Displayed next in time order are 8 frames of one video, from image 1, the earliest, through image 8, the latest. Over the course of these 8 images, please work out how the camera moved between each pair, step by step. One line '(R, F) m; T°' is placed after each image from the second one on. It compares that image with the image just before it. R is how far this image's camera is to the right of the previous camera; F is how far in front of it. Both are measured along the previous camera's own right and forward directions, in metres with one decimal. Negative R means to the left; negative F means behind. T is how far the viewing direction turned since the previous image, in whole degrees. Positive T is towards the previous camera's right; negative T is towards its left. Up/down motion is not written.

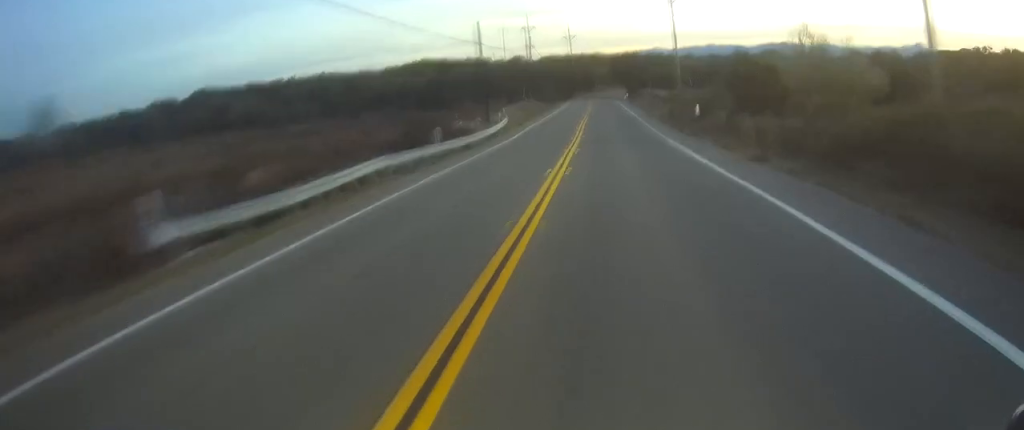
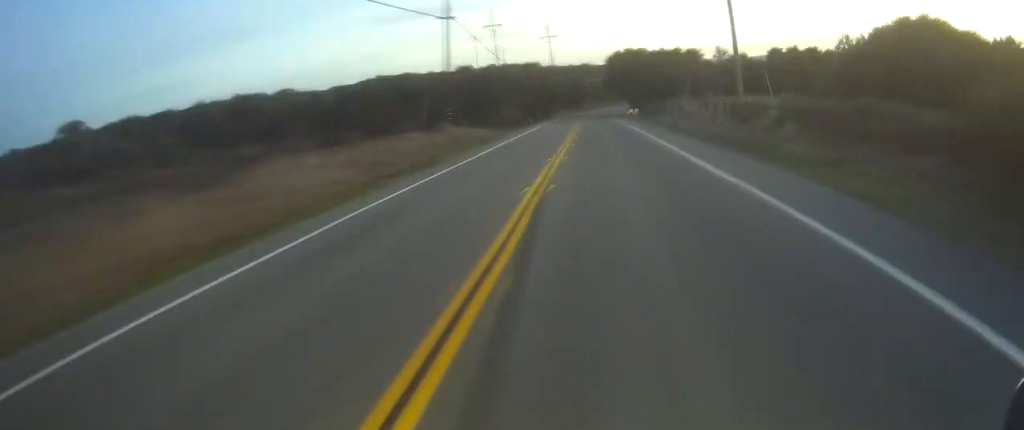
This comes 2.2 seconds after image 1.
(+0.4, +46.7) m; -1°
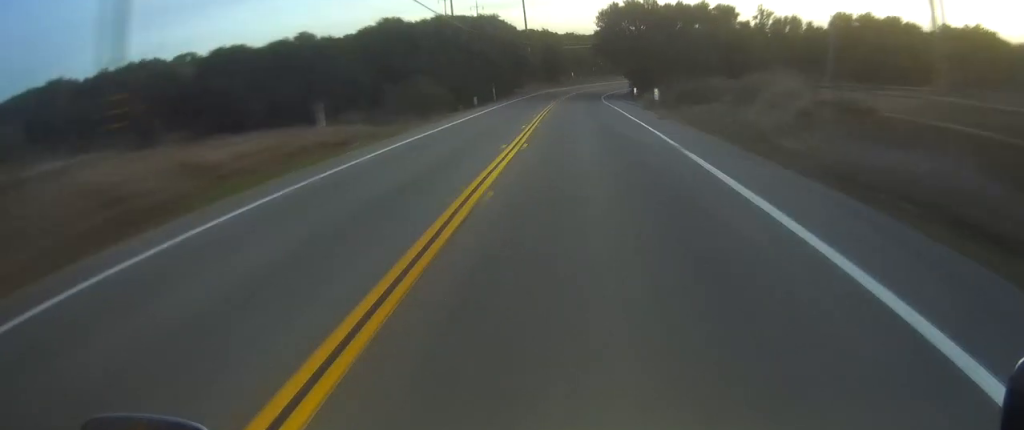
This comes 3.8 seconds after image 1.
(-1.2, +32.5) m; -3°
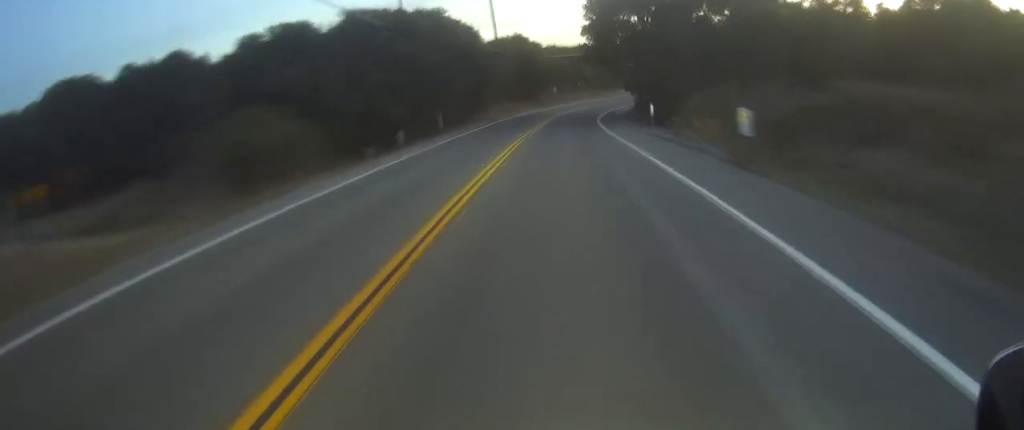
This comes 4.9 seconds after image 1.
(-0.2, +20.8) m; -1°
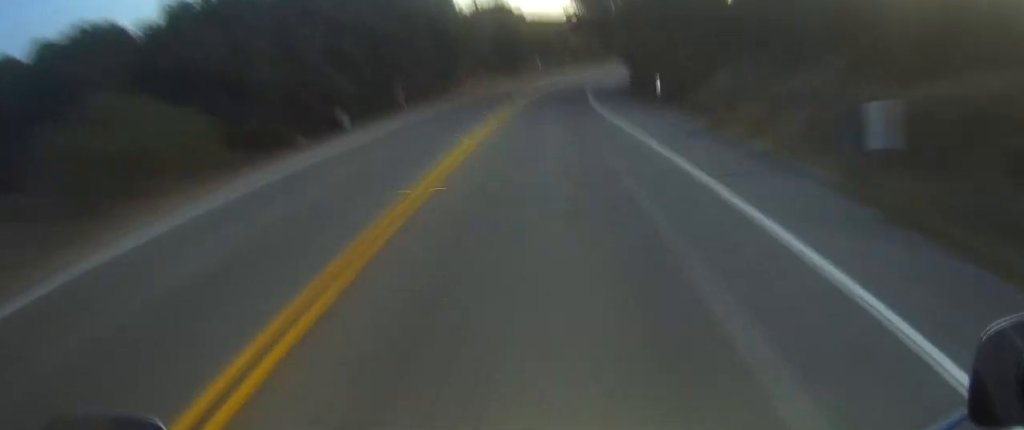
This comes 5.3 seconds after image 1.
(+0.1, +7.5) m; 0°
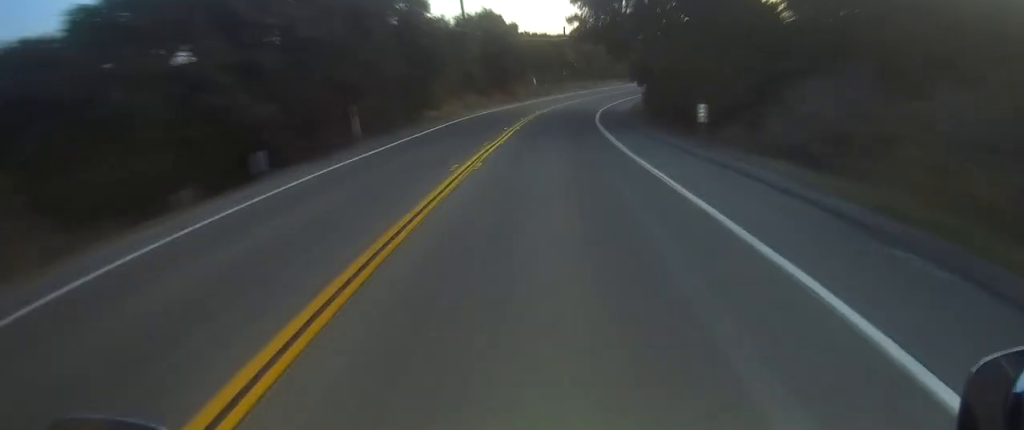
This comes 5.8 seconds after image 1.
(-0.1, +8.3) m; 0°
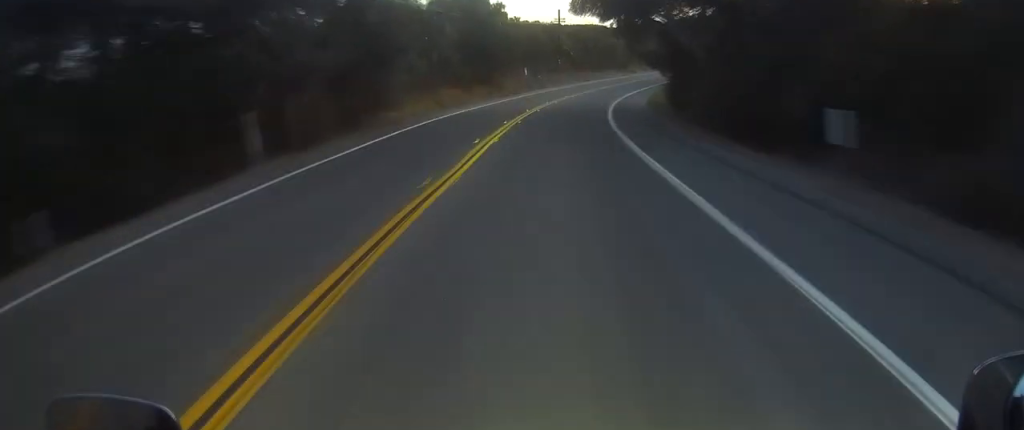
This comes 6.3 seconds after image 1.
(-0.1, +10.1) m; 0°
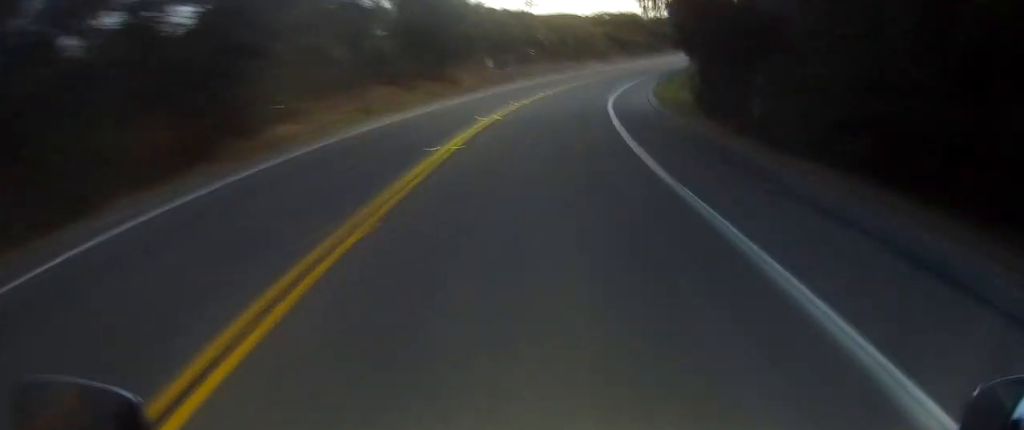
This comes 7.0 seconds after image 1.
(+0.1, +11.6) m; +2°
